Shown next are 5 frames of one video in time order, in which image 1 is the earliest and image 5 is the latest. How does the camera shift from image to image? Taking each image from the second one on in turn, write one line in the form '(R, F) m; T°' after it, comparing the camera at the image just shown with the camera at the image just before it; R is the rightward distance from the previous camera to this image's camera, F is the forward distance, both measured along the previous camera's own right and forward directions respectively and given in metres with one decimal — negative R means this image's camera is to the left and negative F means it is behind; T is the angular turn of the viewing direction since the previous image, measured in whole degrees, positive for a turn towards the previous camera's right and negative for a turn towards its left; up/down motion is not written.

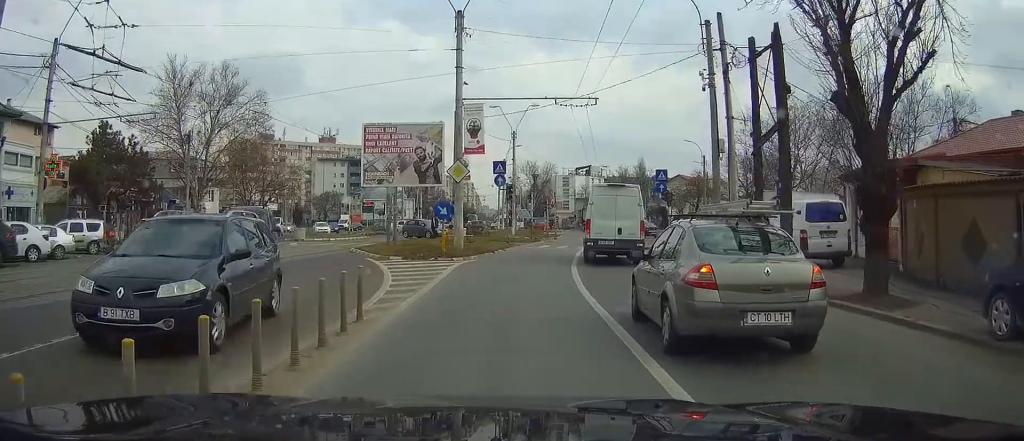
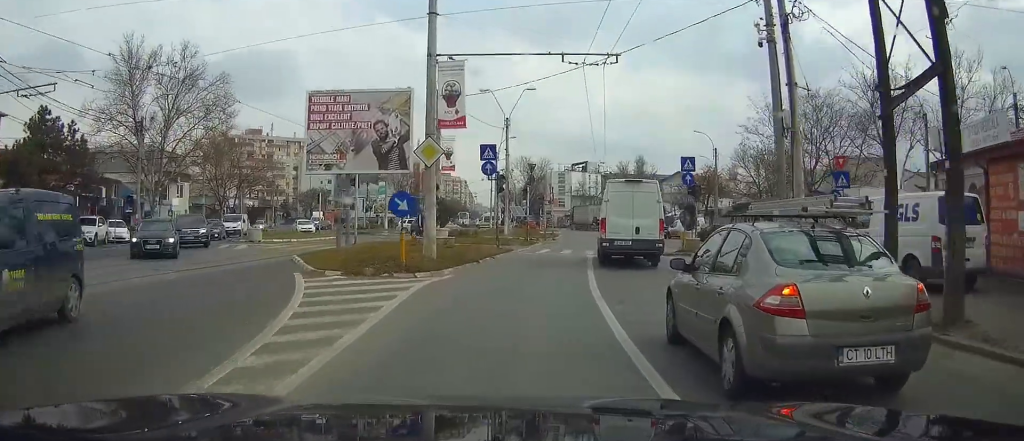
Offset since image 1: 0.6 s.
(0.0, +7.3) m; +1°
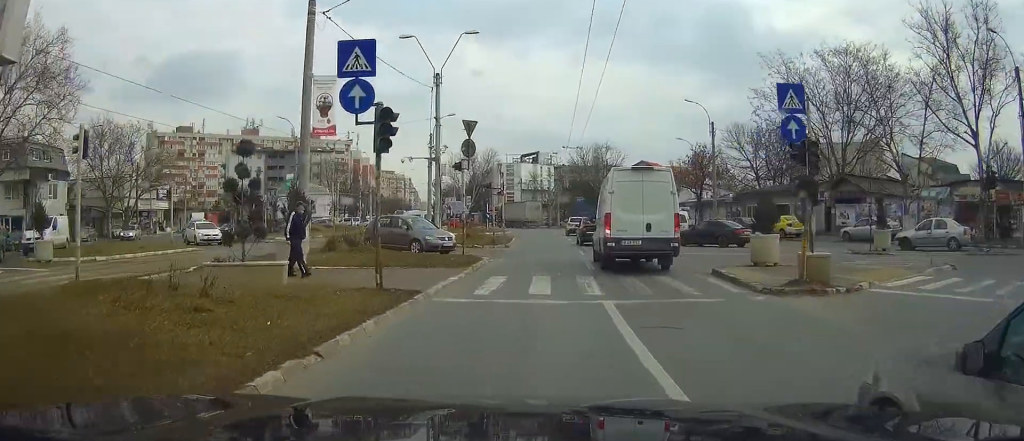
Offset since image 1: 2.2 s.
(+0.5, +17.0) m; +4°
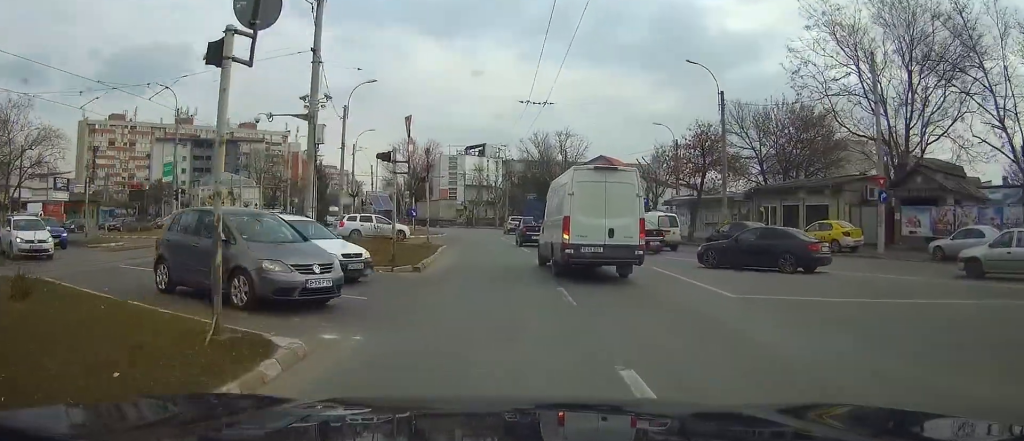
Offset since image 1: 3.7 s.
(+0.5, +16.2) m; +3°
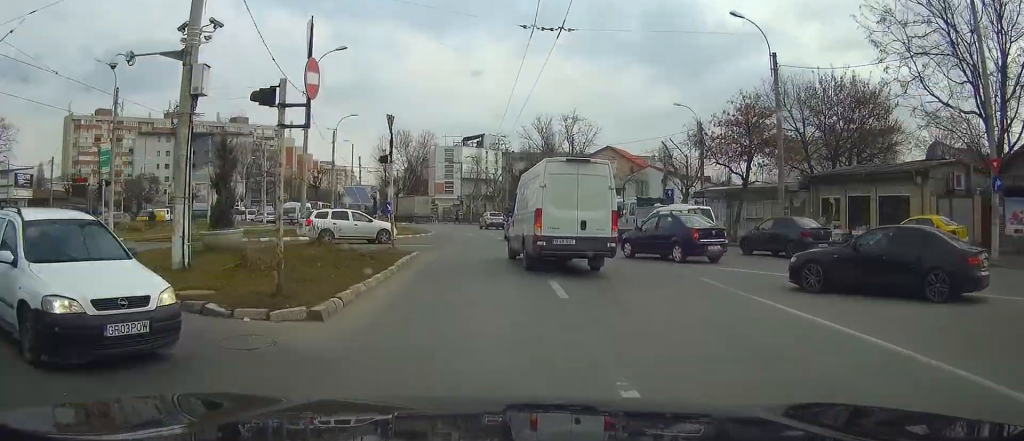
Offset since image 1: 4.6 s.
(+0.1, +9.5) m; 0°
